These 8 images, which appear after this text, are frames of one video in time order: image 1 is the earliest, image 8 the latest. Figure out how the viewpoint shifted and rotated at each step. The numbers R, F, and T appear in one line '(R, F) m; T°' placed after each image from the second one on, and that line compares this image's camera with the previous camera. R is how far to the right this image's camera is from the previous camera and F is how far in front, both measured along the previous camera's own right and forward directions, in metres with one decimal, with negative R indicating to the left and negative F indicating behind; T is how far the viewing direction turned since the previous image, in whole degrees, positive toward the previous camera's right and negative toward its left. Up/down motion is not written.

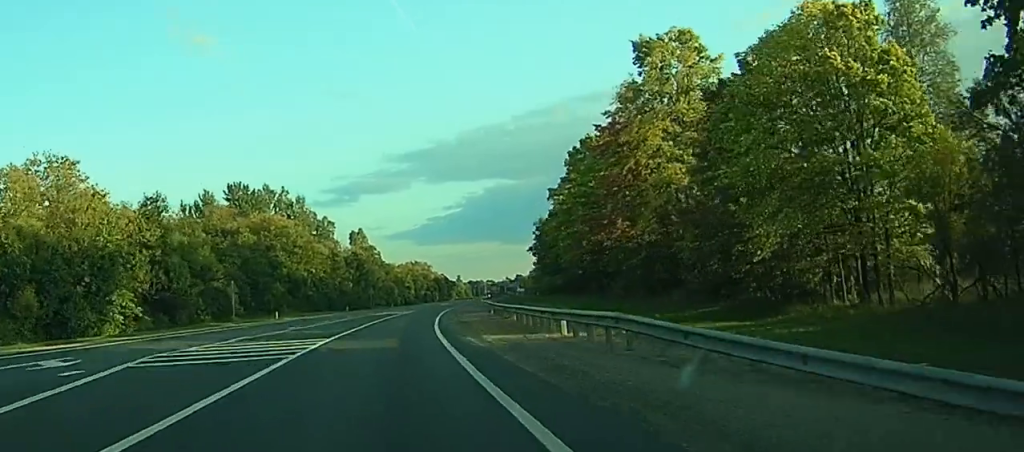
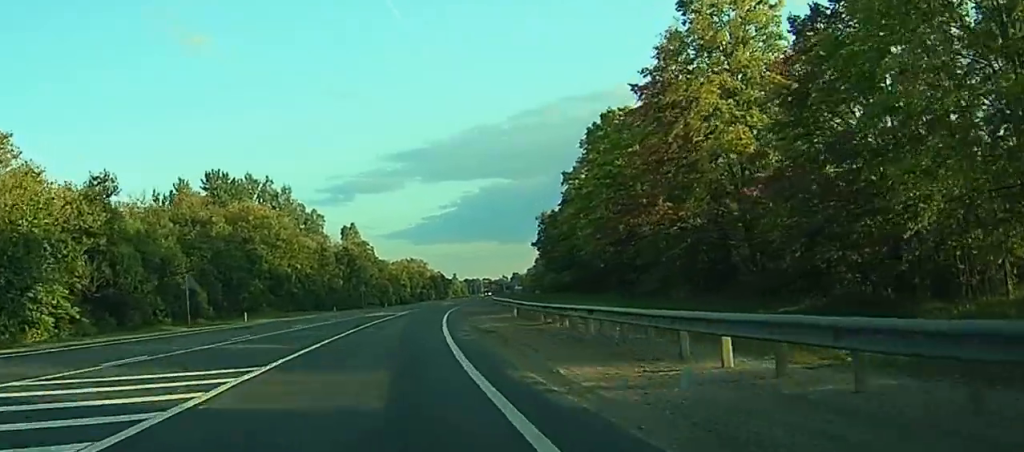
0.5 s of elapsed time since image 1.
(0.0, +10.6) m; 0°
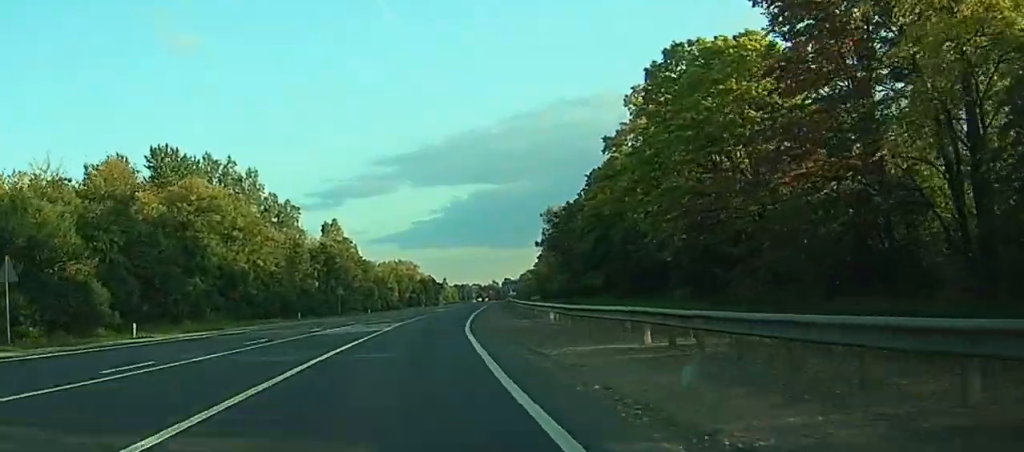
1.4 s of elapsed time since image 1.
(+0.2, +21.3) m; +1°
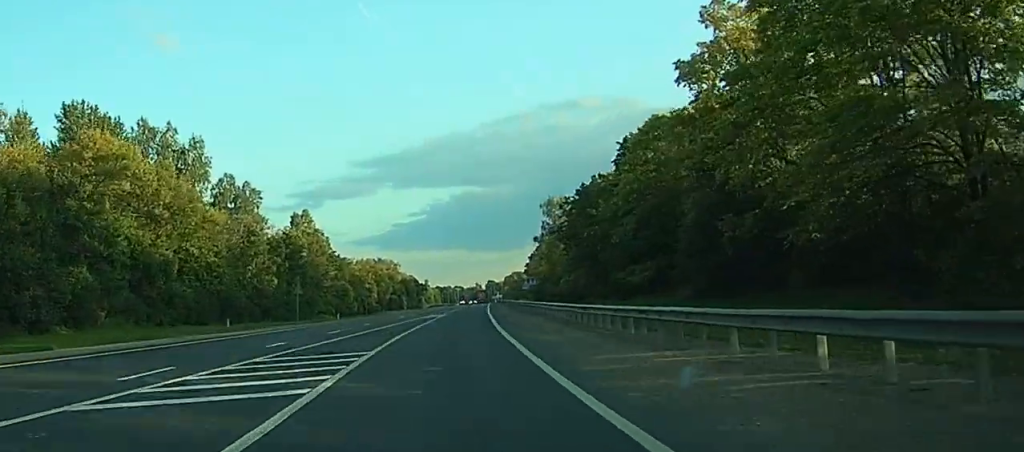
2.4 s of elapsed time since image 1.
(+0.3, +25.5) m; +1°
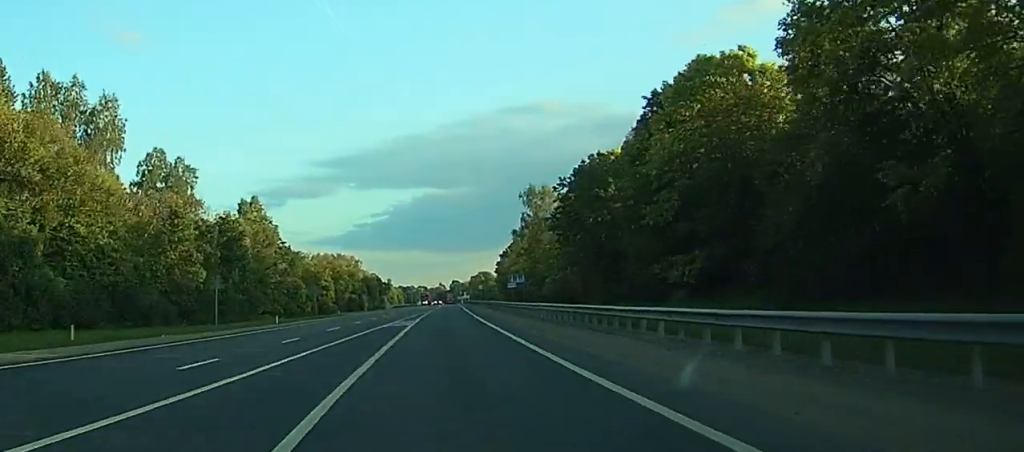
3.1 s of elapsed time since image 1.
(+0.2, +24.1) m; +1°
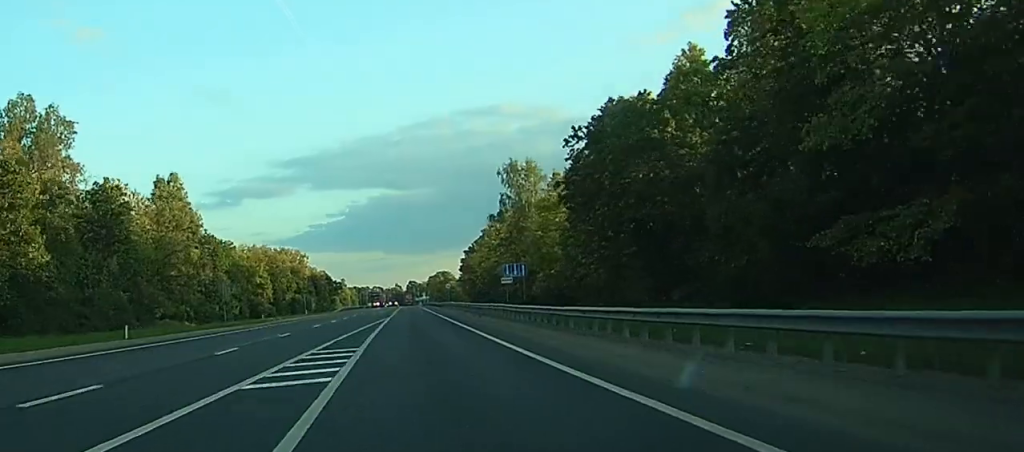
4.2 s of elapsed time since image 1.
(+0.5, +34.9) m; +2°
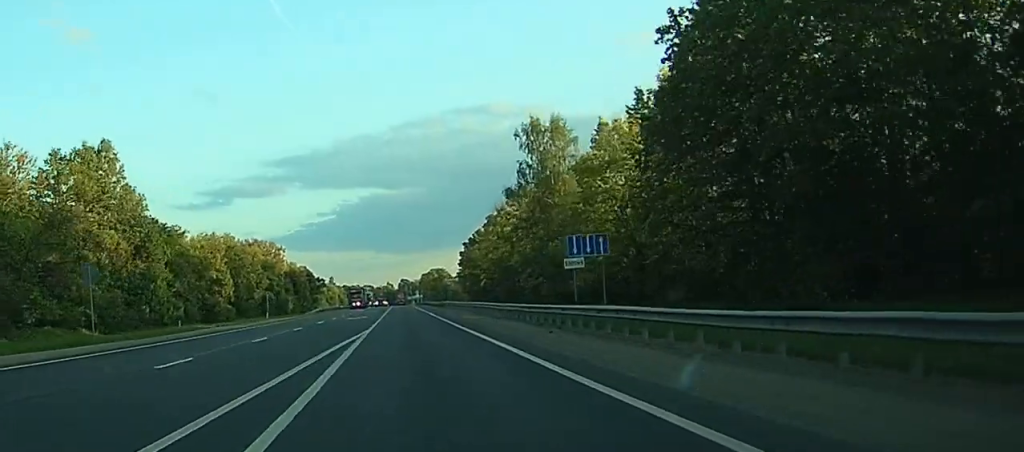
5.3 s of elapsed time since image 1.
(+0.5, +29.4) m; +2°
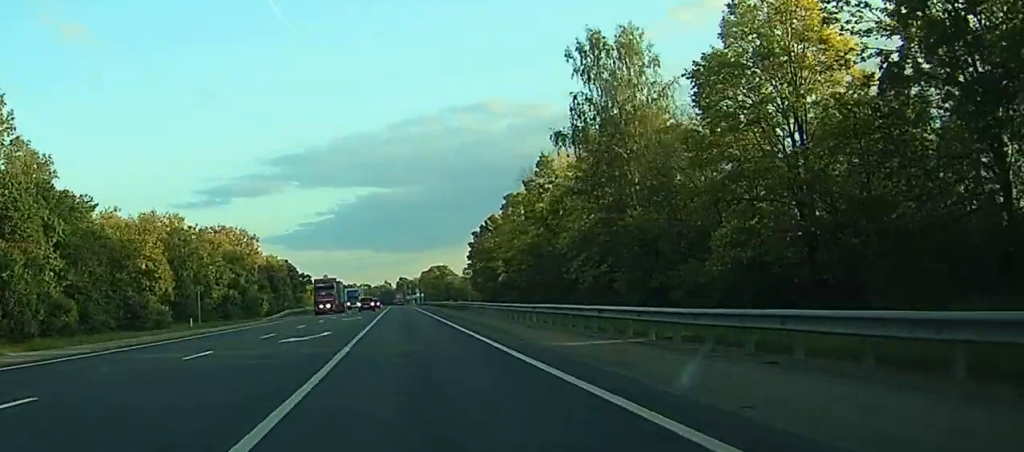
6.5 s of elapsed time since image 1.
(+0.4, +32.7) m; +1°
